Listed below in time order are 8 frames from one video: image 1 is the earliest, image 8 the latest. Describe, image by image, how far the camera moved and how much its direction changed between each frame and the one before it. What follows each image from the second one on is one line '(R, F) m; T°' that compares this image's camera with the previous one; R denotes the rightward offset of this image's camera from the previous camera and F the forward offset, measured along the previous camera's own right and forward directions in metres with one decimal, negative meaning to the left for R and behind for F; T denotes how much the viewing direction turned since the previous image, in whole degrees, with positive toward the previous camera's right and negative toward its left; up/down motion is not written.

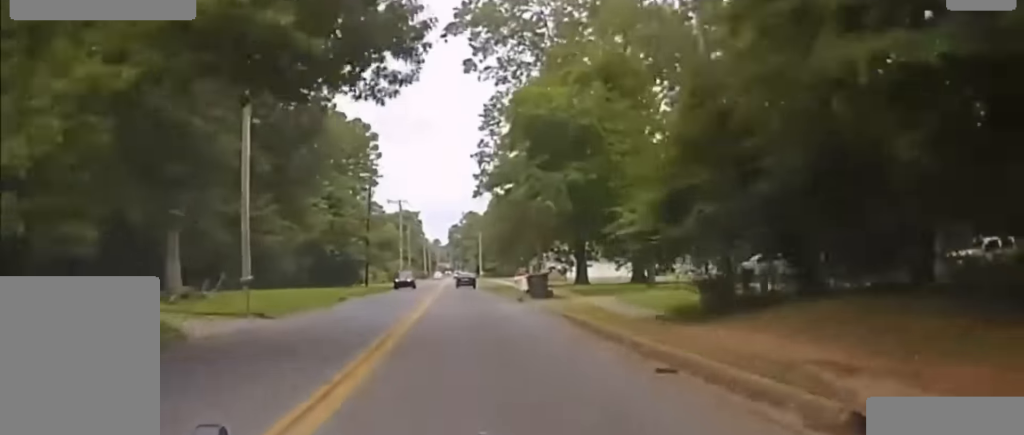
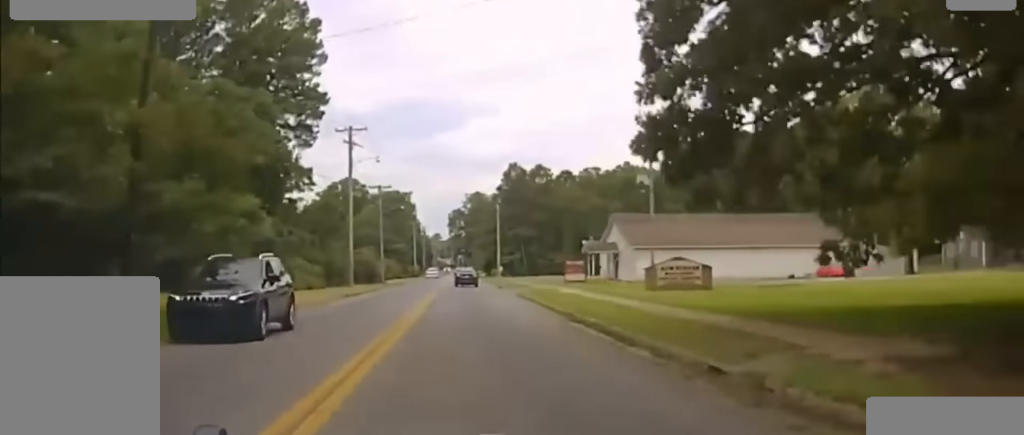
(0.0, +69.4) m; 0°
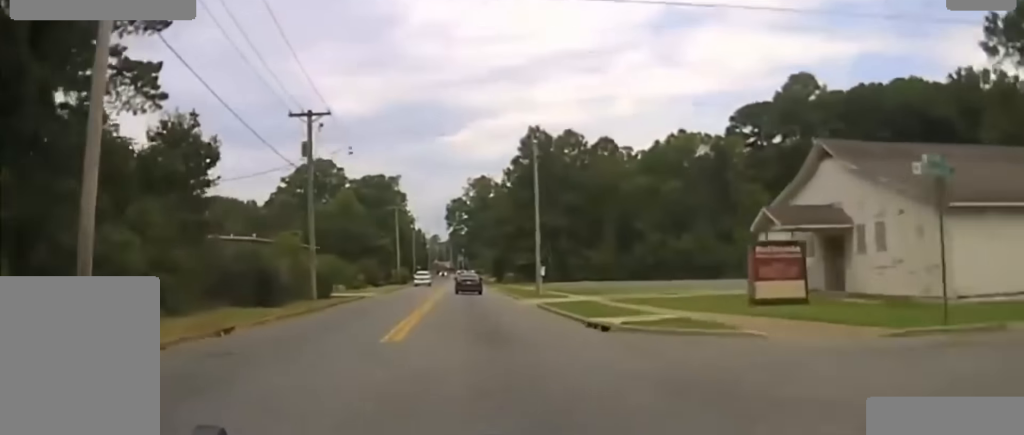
(0.0, +58.2) m; 0°
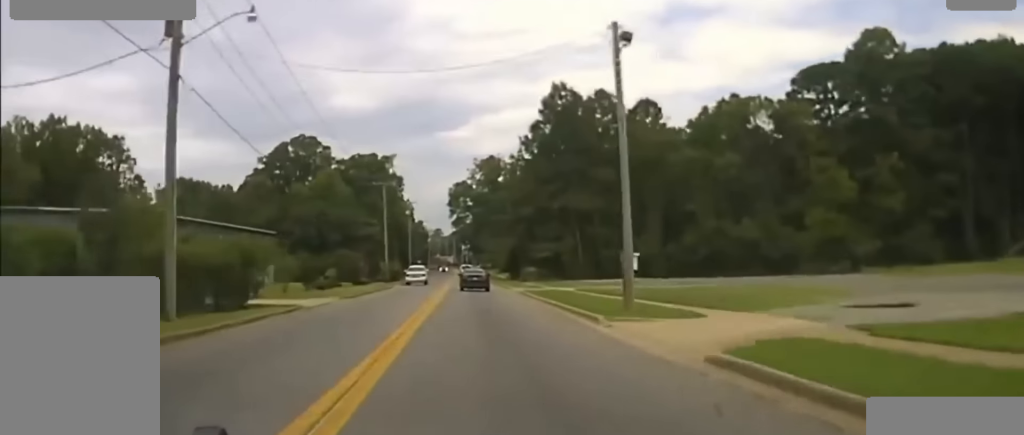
(0.0, +27.2) m; 0°
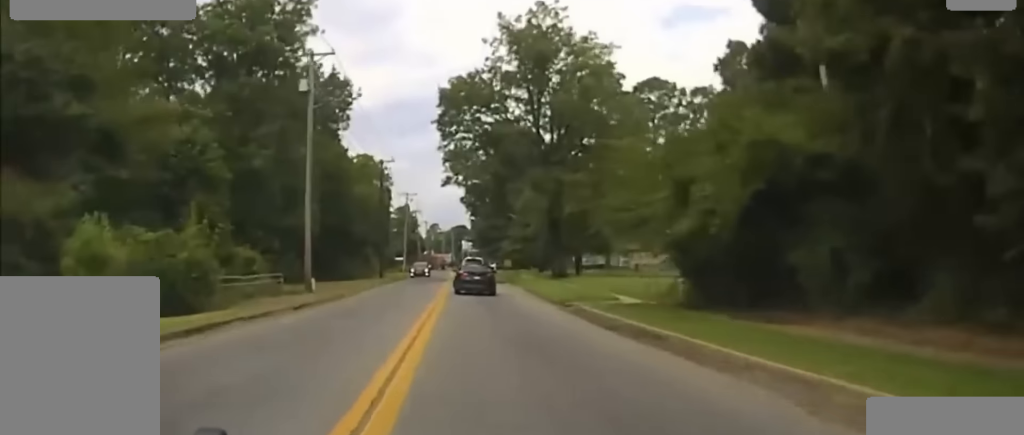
(-0.3, +85.9) m; -1°
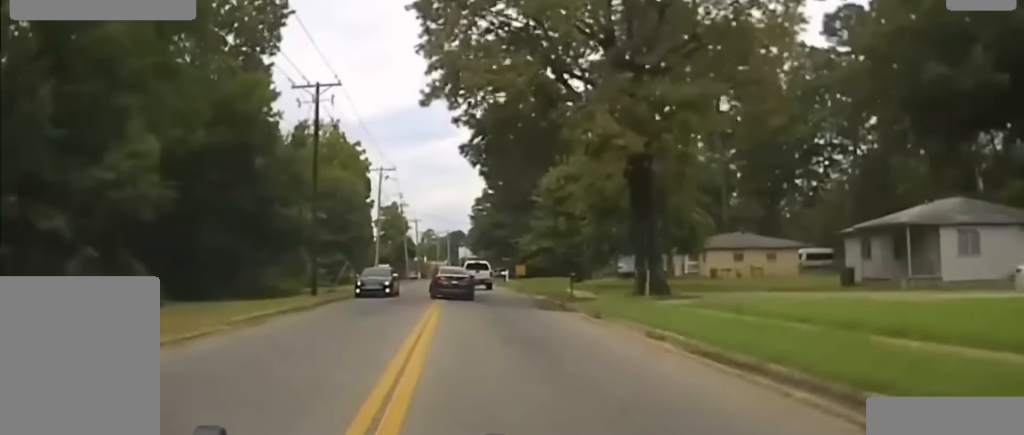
(-0.1, +32.0) m; 0°
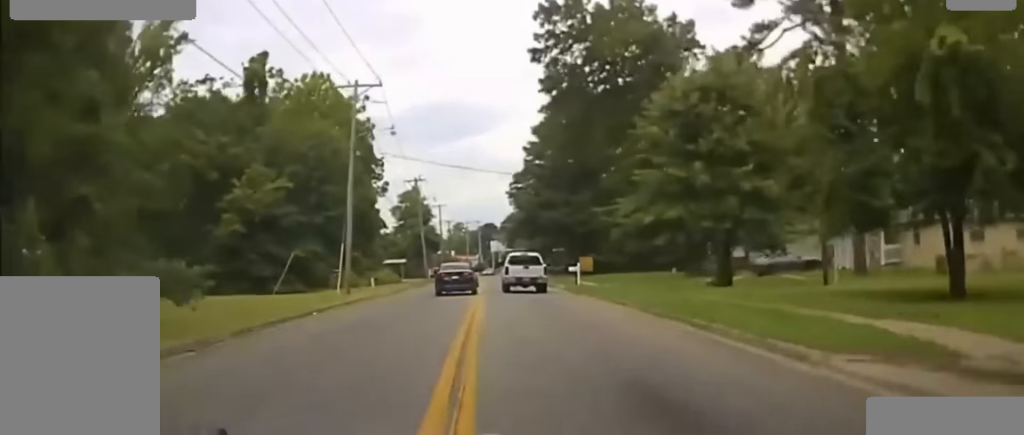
(-0.1, +31.2) m; 0°
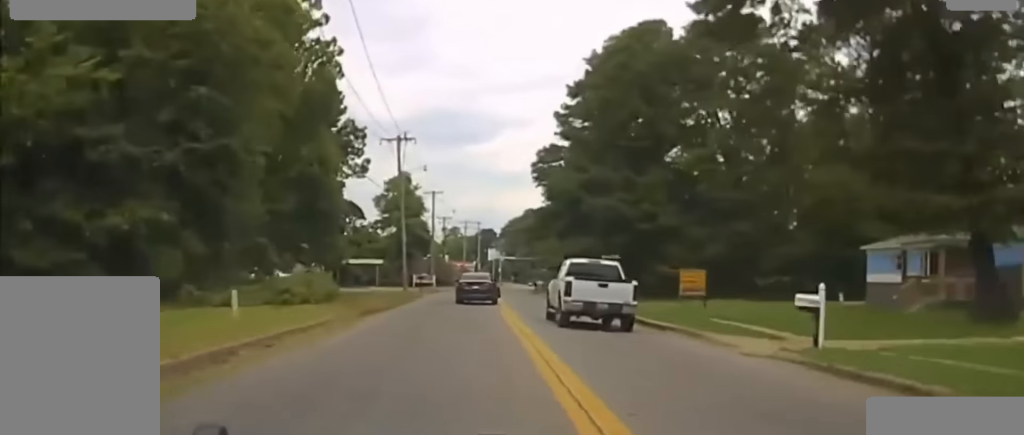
(0.0, +30.9) m; +1°
